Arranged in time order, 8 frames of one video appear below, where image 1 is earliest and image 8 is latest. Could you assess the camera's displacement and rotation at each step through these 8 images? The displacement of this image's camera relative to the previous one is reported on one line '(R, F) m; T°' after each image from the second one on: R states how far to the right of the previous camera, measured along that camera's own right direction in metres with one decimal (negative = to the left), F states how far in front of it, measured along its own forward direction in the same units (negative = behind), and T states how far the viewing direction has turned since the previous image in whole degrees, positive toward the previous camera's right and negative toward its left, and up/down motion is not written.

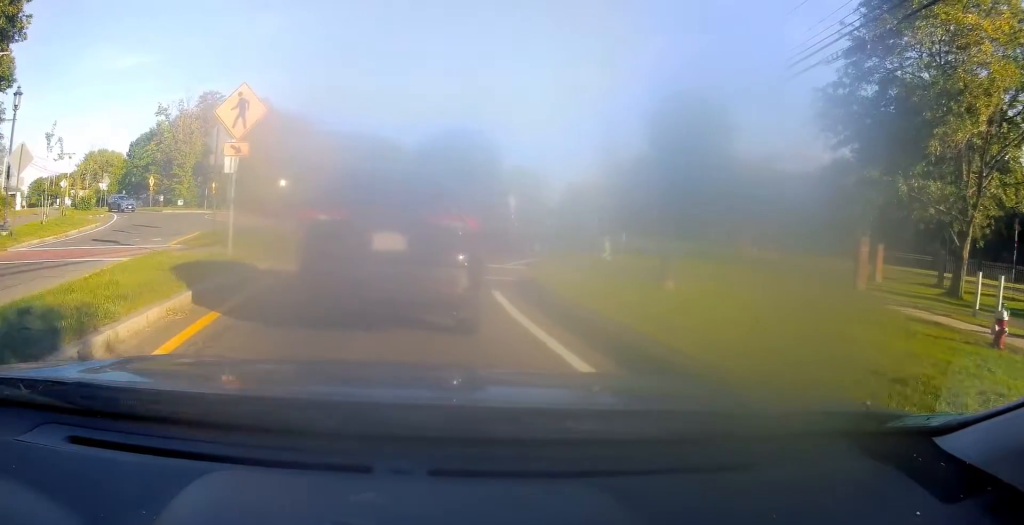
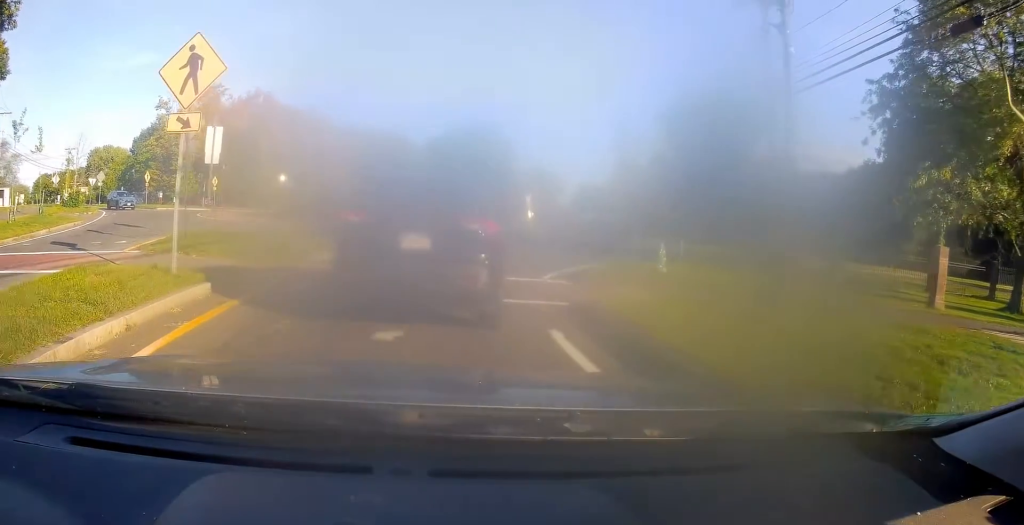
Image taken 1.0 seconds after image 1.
(+0.3, +2.8) m; +7°
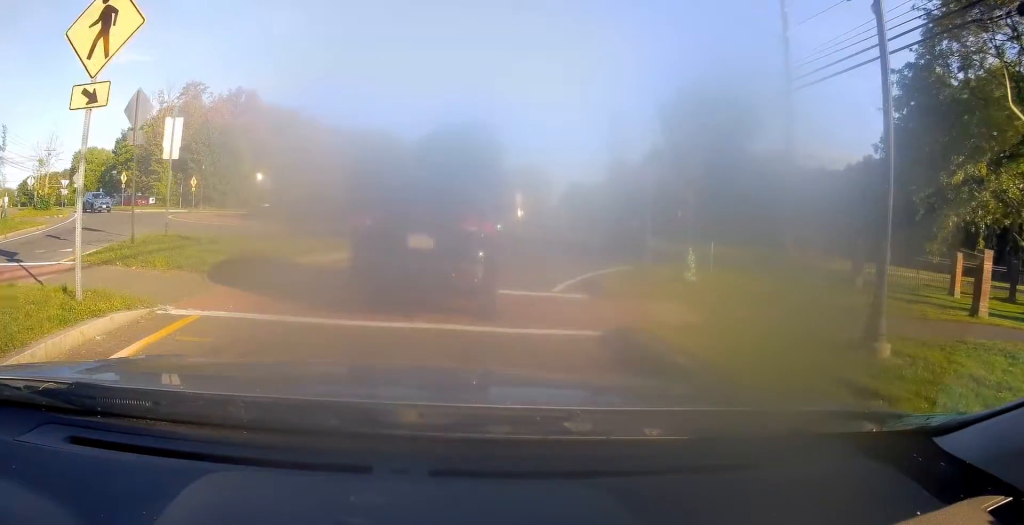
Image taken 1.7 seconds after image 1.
(+0.2, +2.3) m; 0°
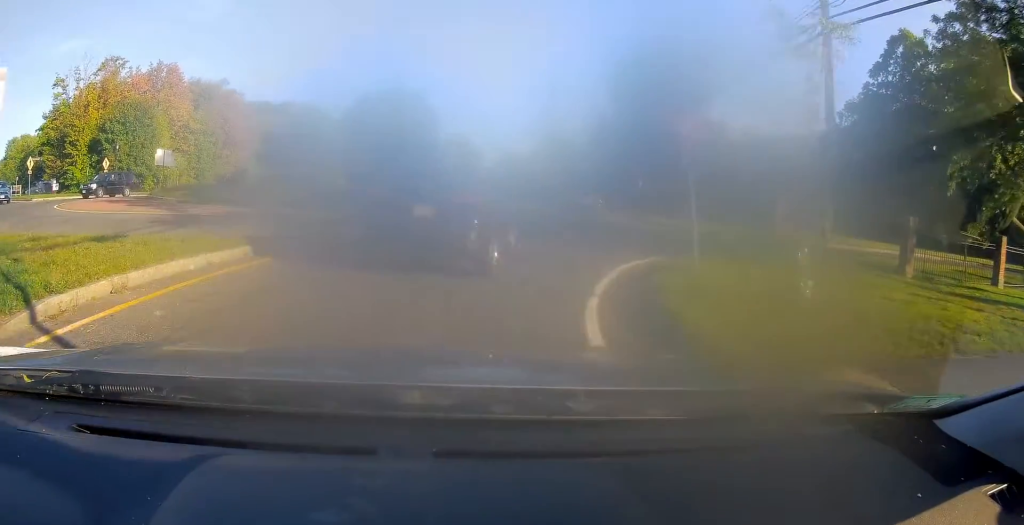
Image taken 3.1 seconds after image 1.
(-0.6, +5.6) m; -1°
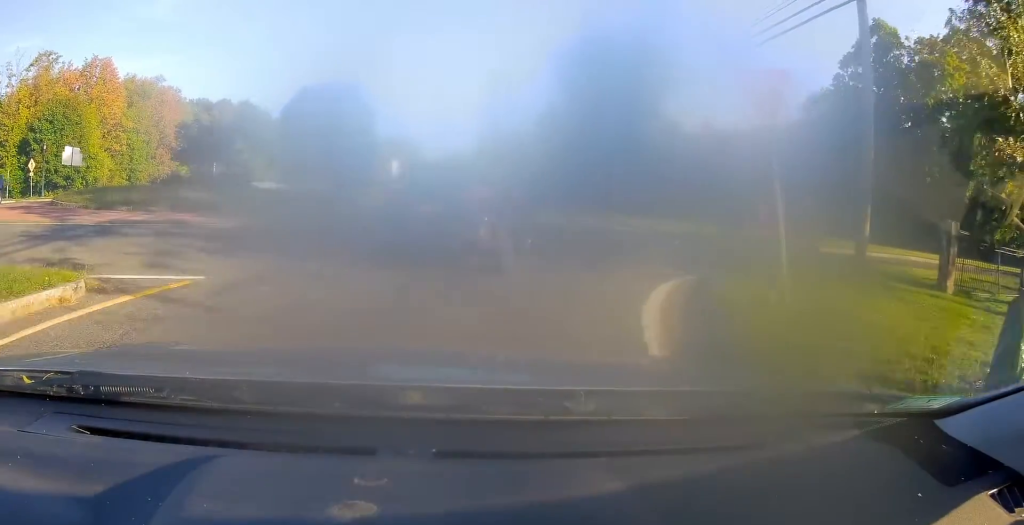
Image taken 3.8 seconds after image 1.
(+0.2, +3.5) m; +7°
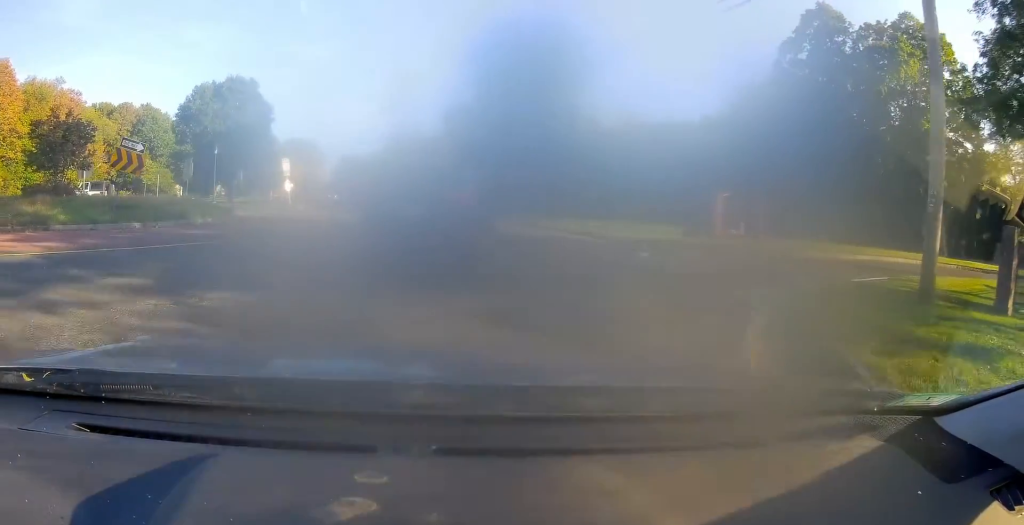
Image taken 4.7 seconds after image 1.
(+0.3, +4.8) m; +9°
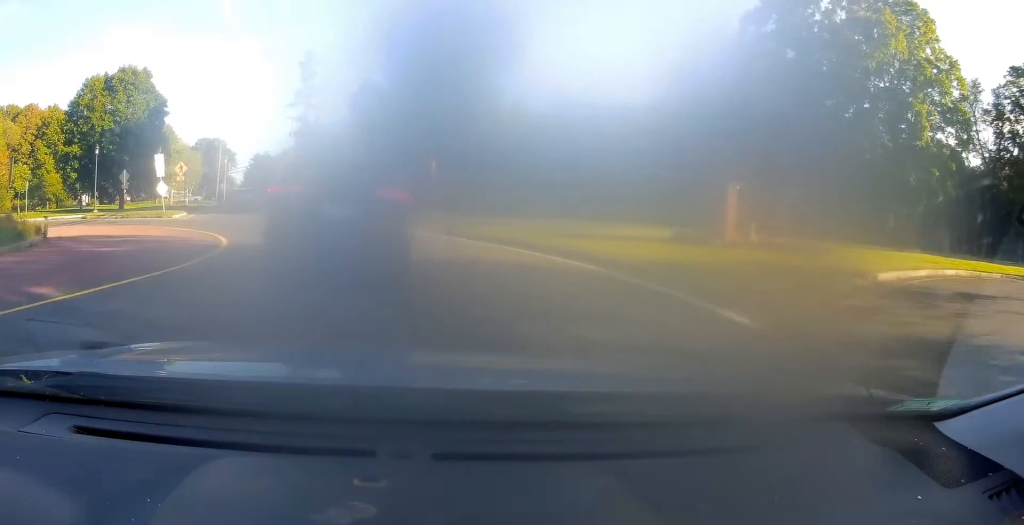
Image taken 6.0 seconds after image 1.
(+0.9, +8.1) m; +9°
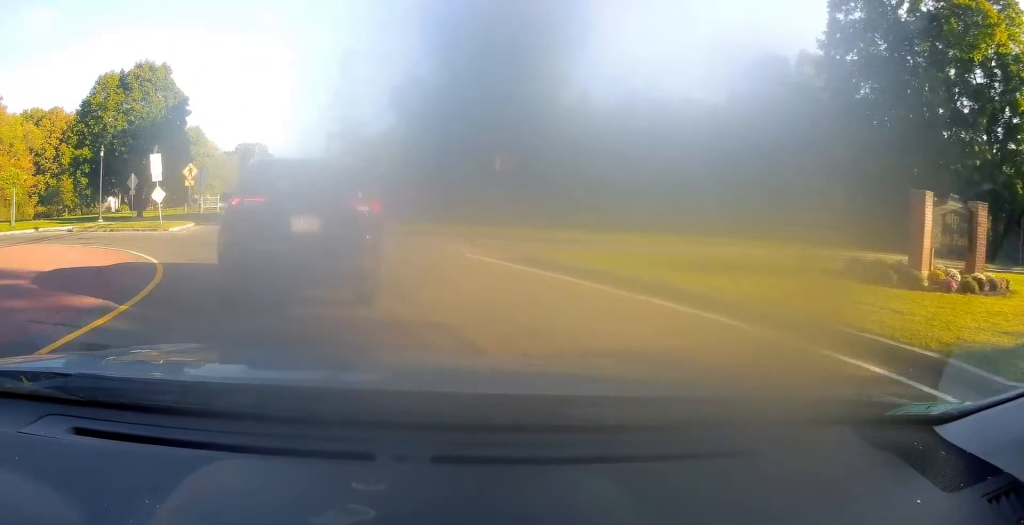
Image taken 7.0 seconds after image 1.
(+0.2, +6.5) m; -1°
